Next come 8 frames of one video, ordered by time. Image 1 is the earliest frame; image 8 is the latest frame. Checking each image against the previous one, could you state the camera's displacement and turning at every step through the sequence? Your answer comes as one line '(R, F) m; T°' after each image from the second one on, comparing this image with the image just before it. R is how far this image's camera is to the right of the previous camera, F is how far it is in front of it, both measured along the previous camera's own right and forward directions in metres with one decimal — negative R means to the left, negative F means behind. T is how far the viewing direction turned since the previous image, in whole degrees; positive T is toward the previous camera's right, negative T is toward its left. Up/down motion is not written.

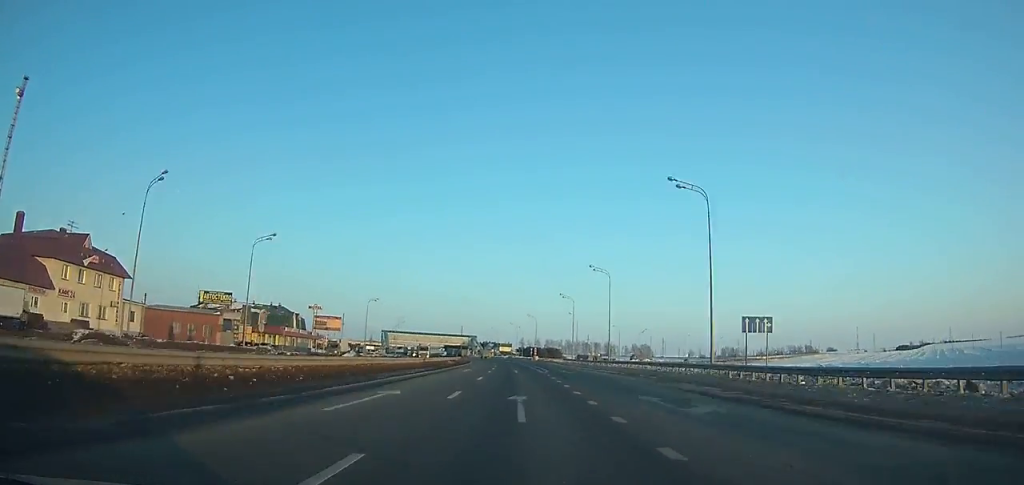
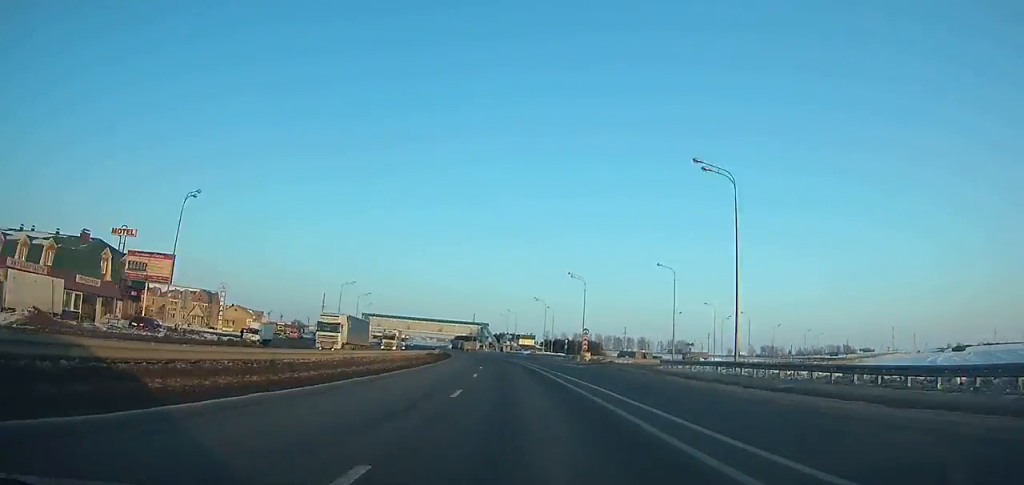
(-1.2, +71.1) m; -3°
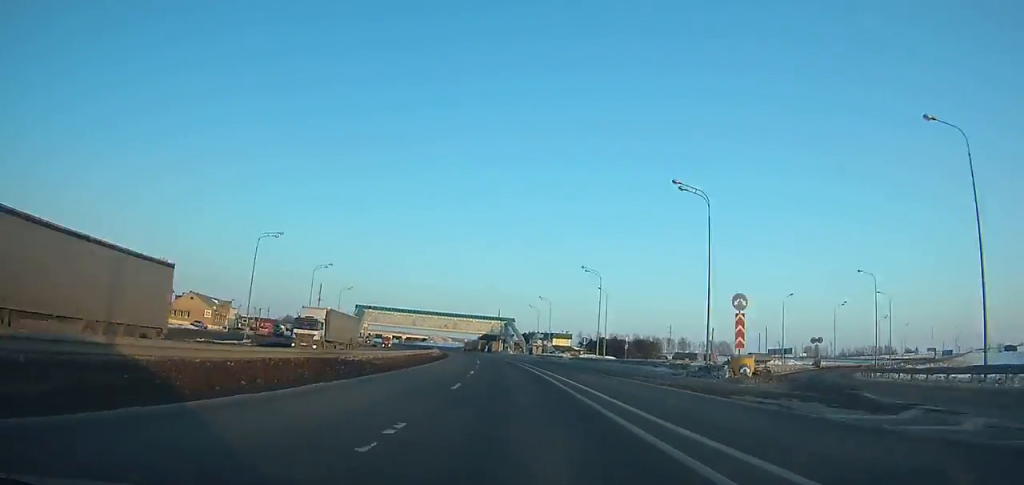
(-1.5, +43.6) m; -3°
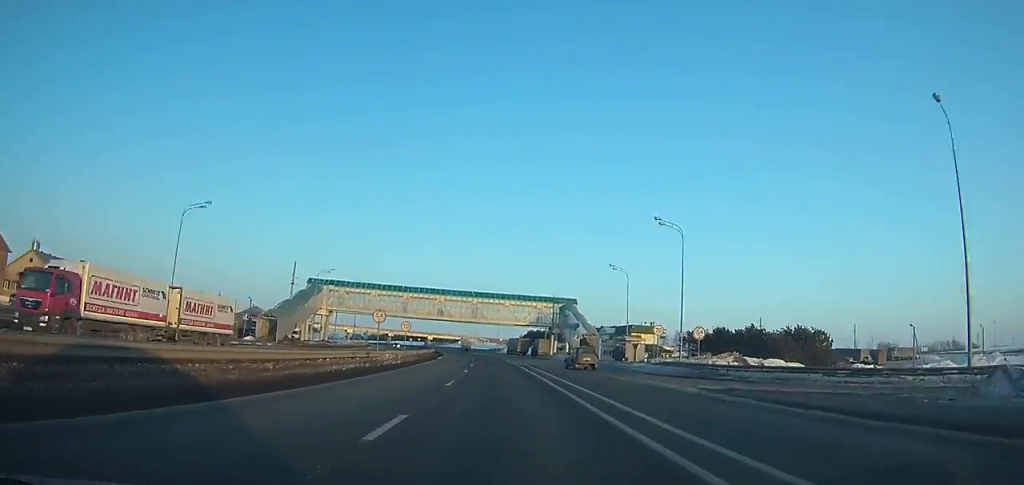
(-2.7, +67.7) m; -5°
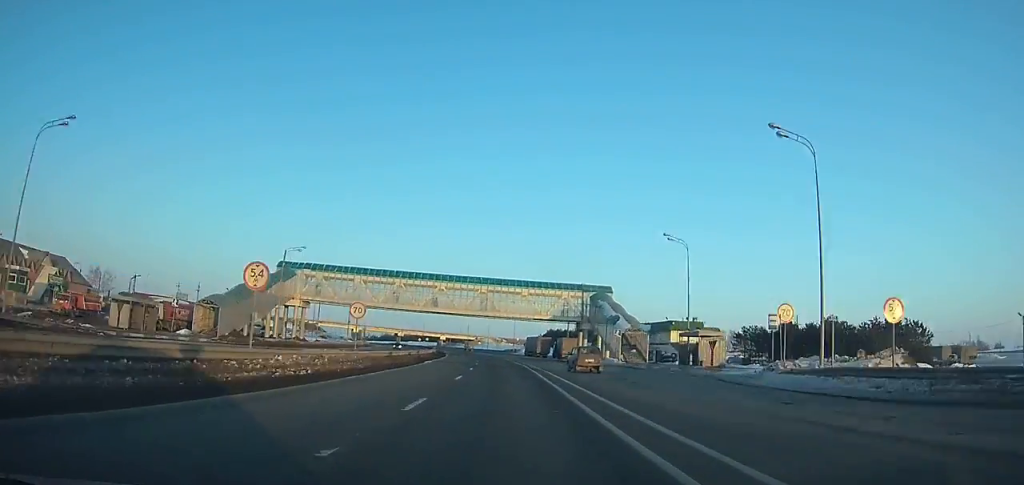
(-0.5, +19.9) m; -1°
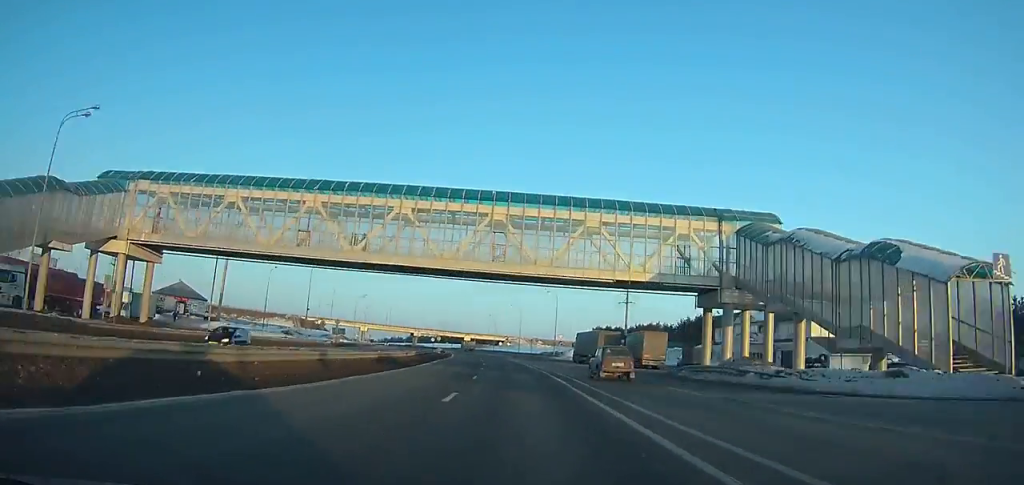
(-1.2, +44.8) m; -3°
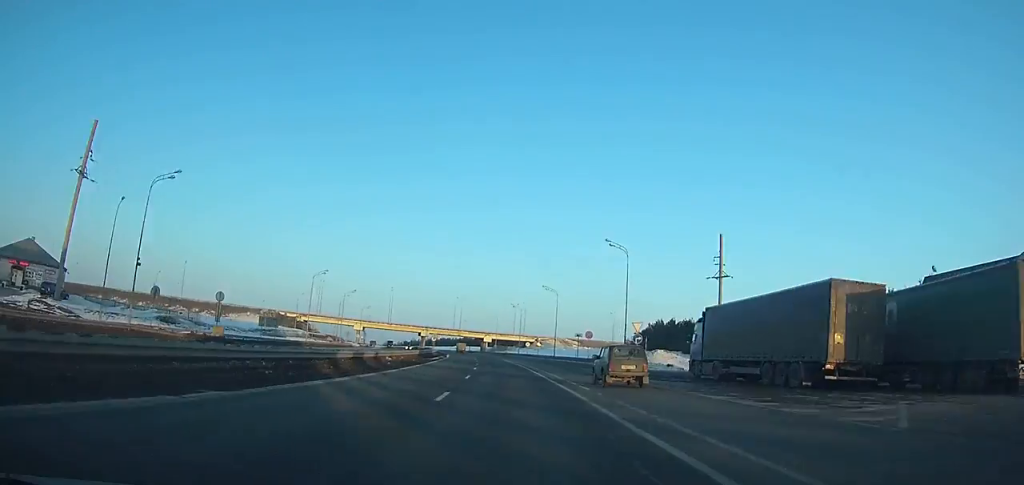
(-1.3, +48.8) m; -3°
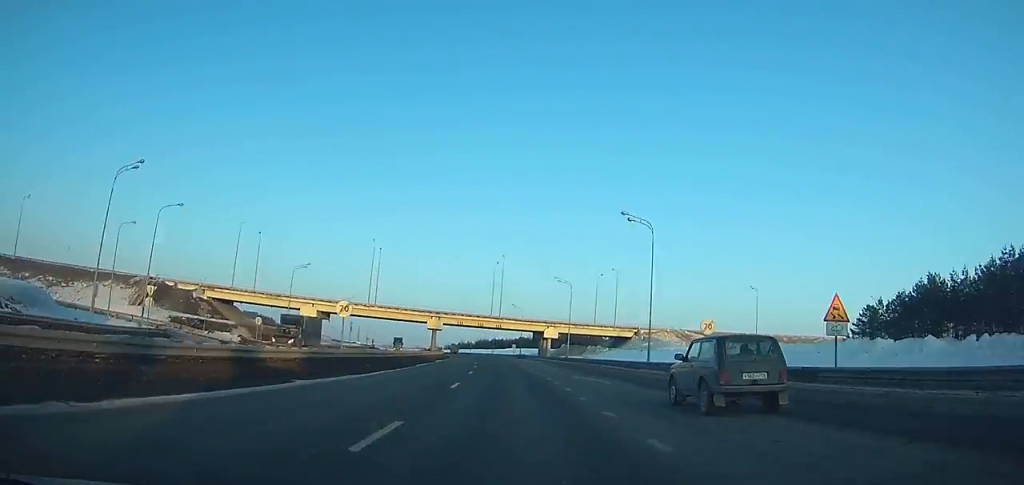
(-4.6, +95.3) m; -6°
